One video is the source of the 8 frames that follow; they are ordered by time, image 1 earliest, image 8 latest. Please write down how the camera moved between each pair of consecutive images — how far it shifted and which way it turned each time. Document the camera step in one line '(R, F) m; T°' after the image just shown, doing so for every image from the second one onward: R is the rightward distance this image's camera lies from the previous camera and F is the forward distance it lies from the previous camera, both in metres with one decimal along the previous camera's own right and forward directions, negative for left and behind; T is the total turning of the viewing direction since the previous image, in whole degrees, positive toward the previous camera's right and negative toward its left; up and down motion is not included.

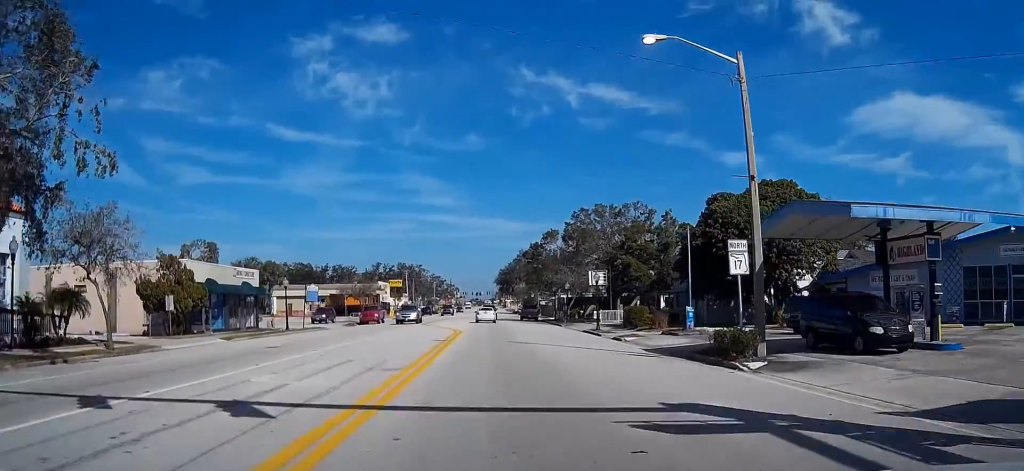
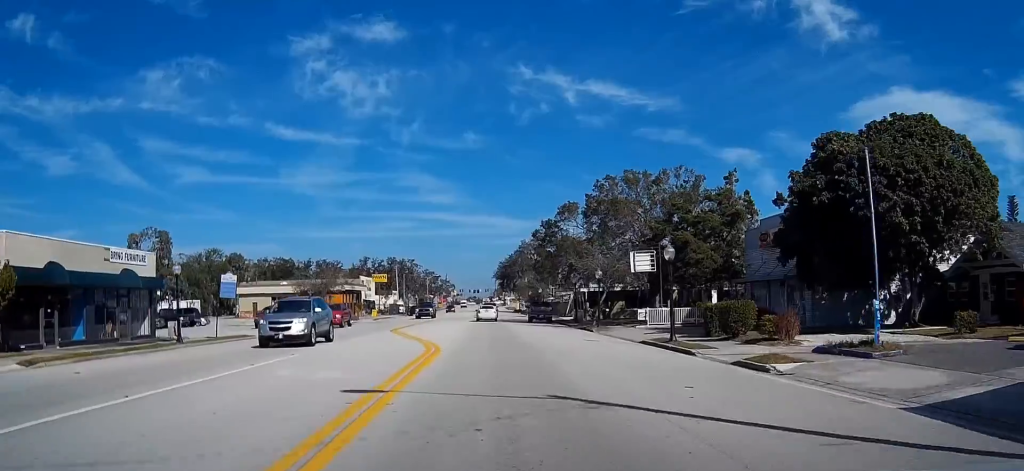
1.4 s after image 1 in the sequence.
(-0.1, +19.0) m; 0°
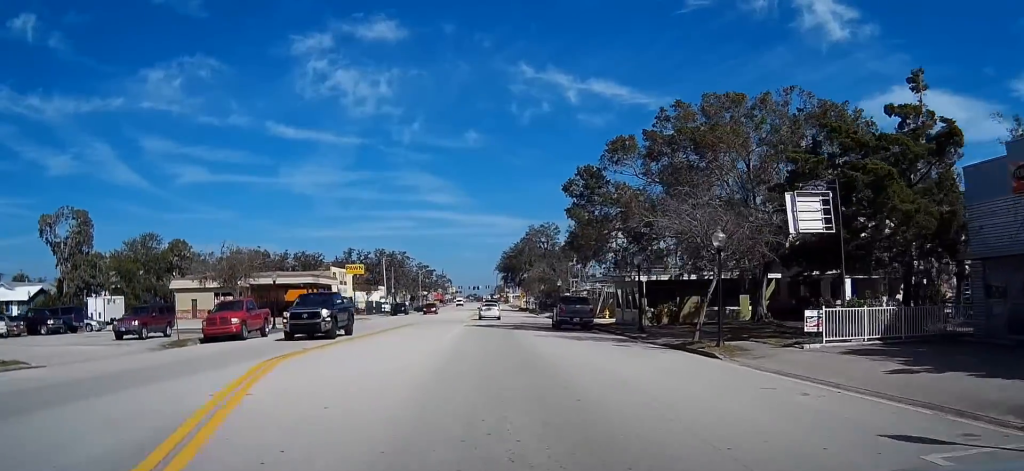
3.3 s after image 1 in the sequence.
(-0.2, +24.1) m; -1°
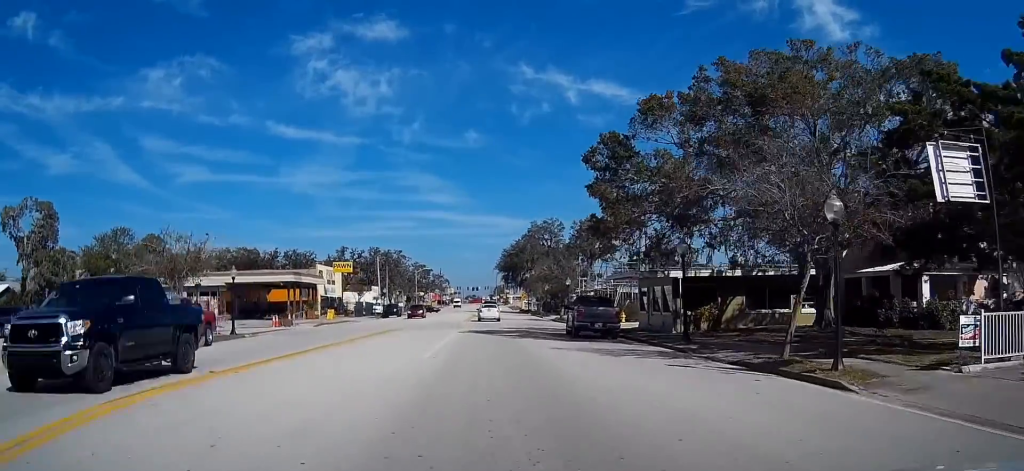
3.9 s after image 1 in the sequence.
(-0.1, +8.1) m; 0°
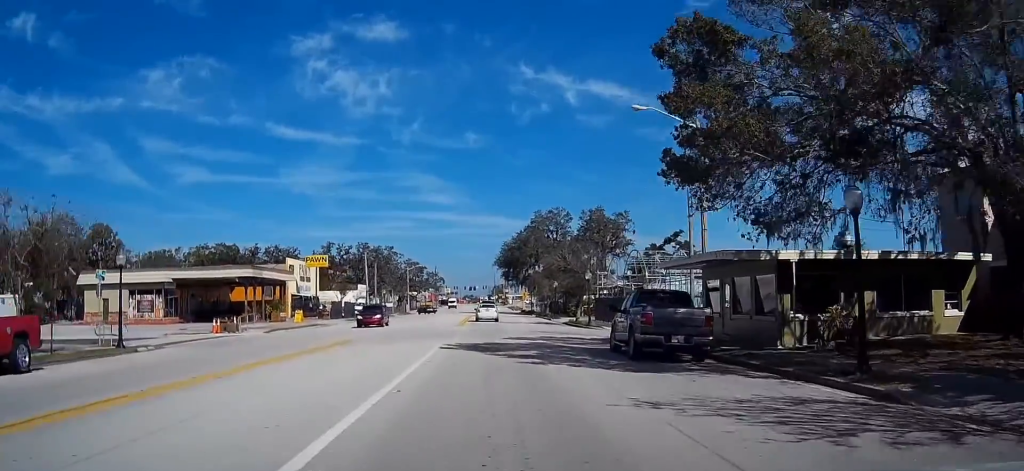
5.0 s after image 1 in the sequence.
(0.0, +13.4) m; 0°
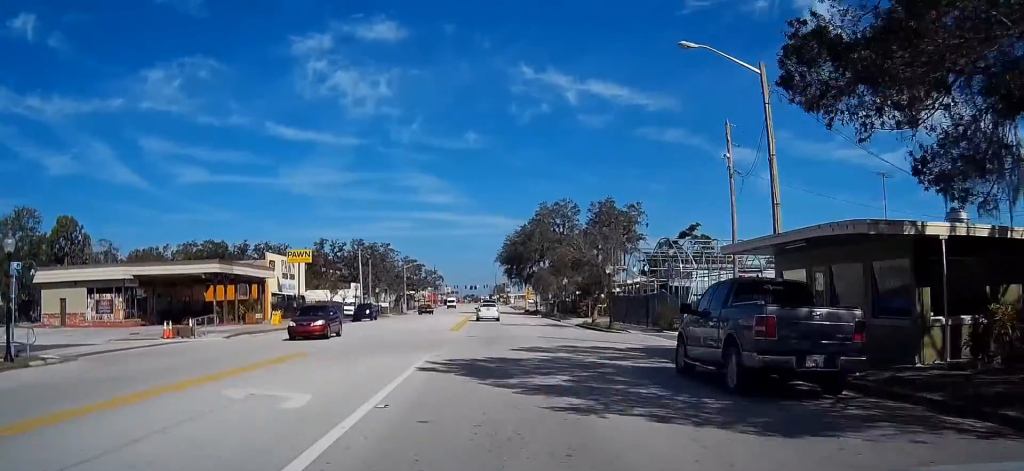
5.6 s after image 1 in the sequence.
(0.0, +7.8) m; 0°
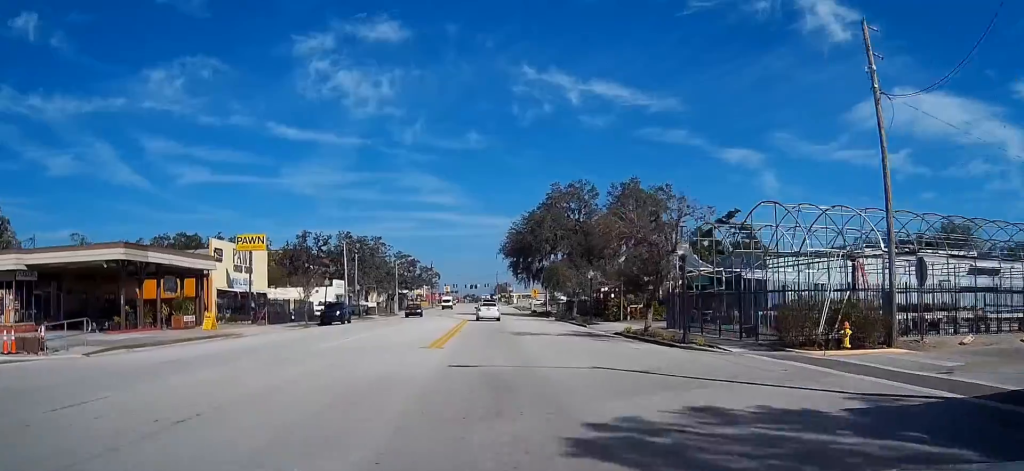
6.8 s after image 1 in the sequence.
(0.0, +15.1) m; 0°
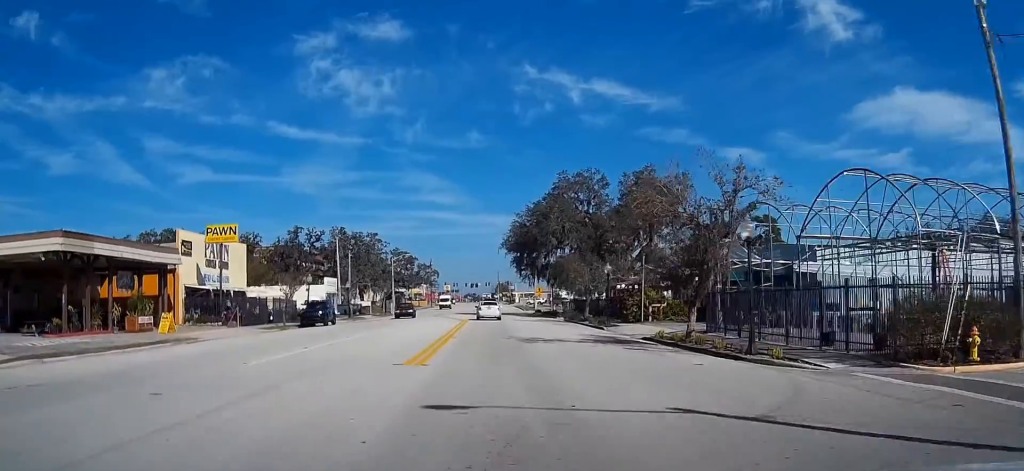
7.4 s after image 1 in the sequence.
(0.0, +6.5) m; 0°
